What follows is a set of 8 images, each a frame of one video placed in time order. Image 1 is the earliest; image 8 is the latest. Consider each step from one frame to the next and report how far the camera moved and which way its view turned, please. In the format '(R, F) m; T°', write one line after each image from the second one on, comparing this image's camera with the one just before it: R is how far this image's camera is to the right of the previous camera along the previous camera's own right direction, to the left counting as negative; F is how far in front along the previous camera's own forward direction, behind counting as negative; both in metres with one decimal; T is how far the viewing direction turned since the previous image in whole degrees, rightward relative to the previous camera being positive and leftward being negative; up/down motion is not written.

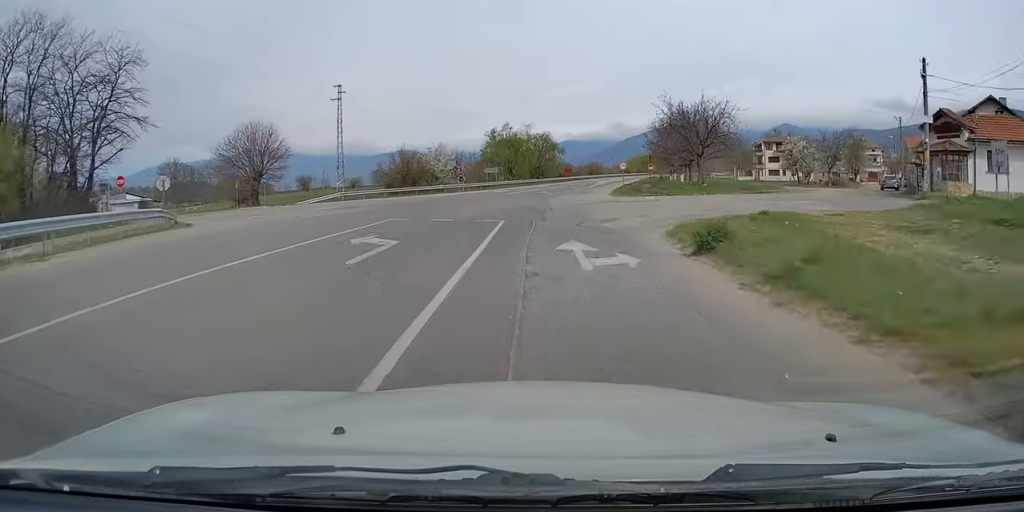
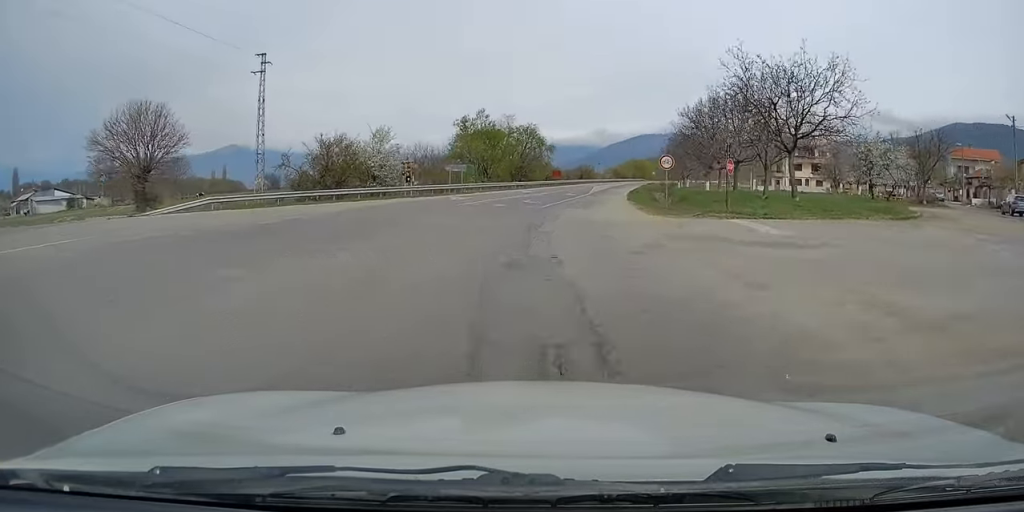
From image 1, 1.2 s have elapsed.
(+0.4, +21.8) m; +2°
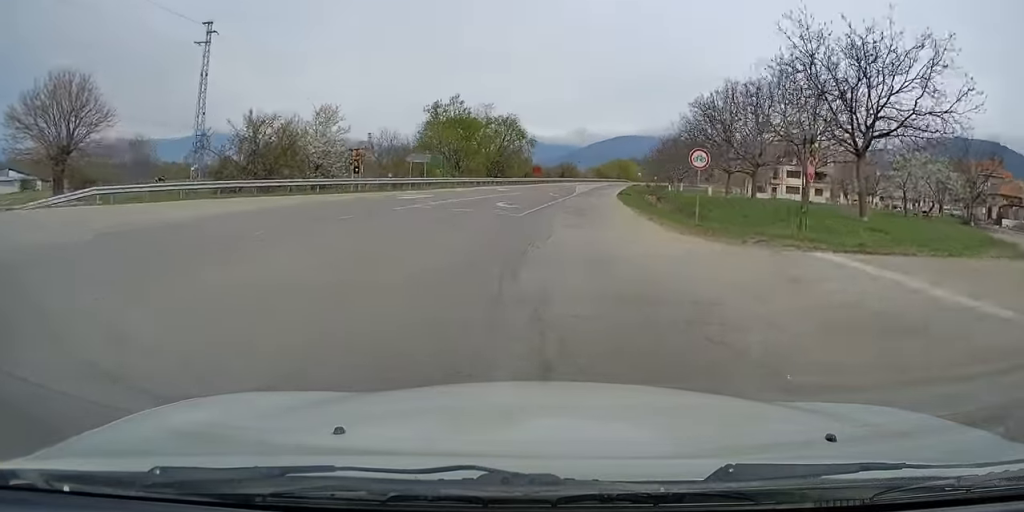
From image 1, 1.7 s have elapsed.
(0.0, +9.1) m; +1°
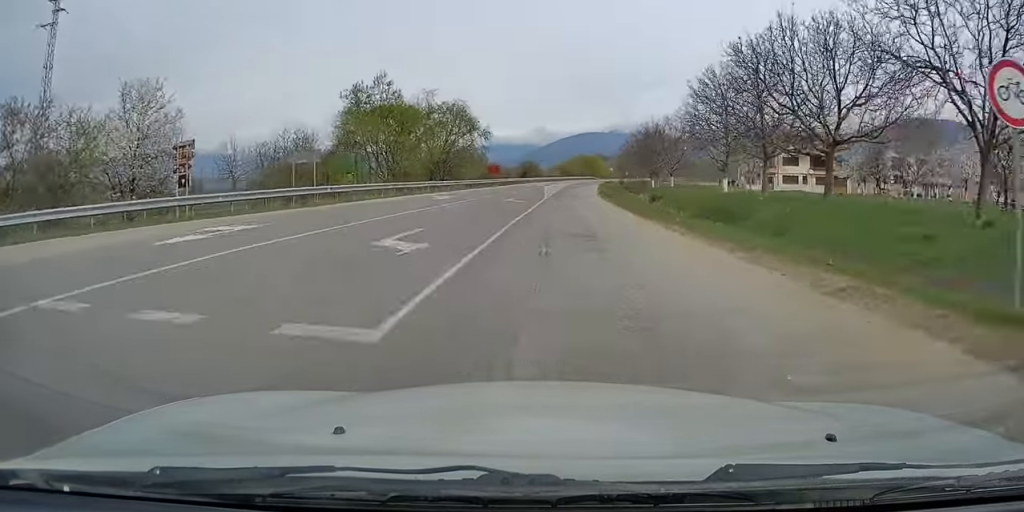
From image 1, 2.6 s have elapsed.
(+0.4, +16.4) m; +3°
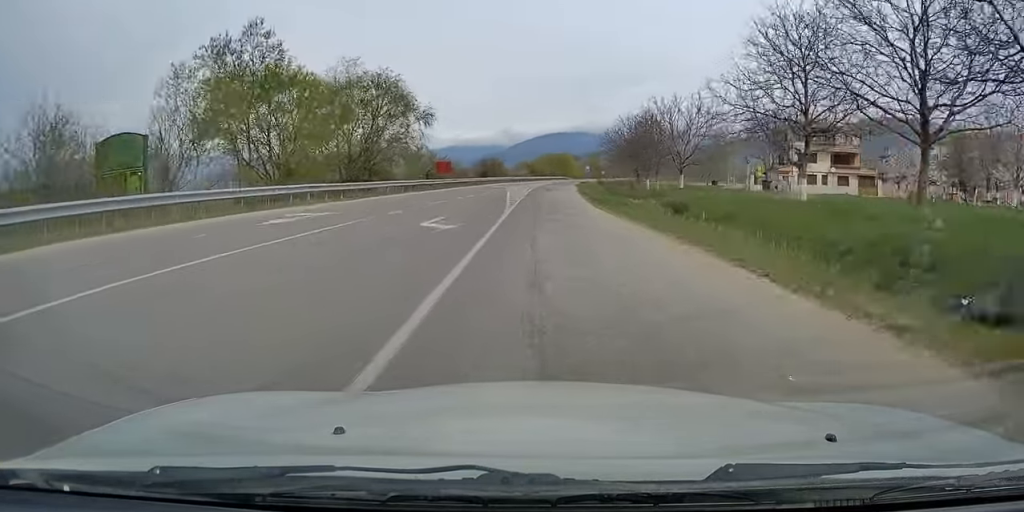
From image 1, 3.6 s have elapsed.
(+0.5, +19.0) m; +2°
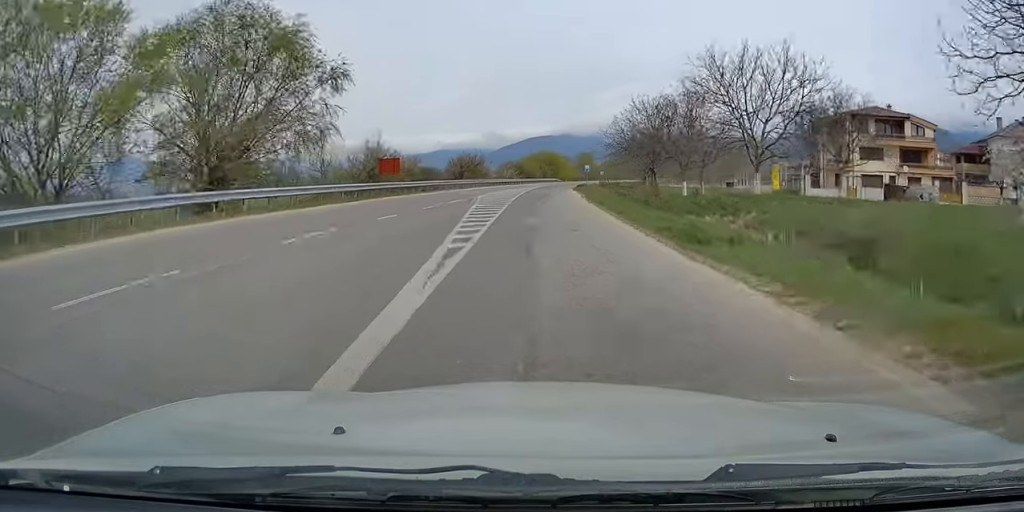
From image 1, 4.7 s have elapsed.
(+0.2, +20.4) m; +2°
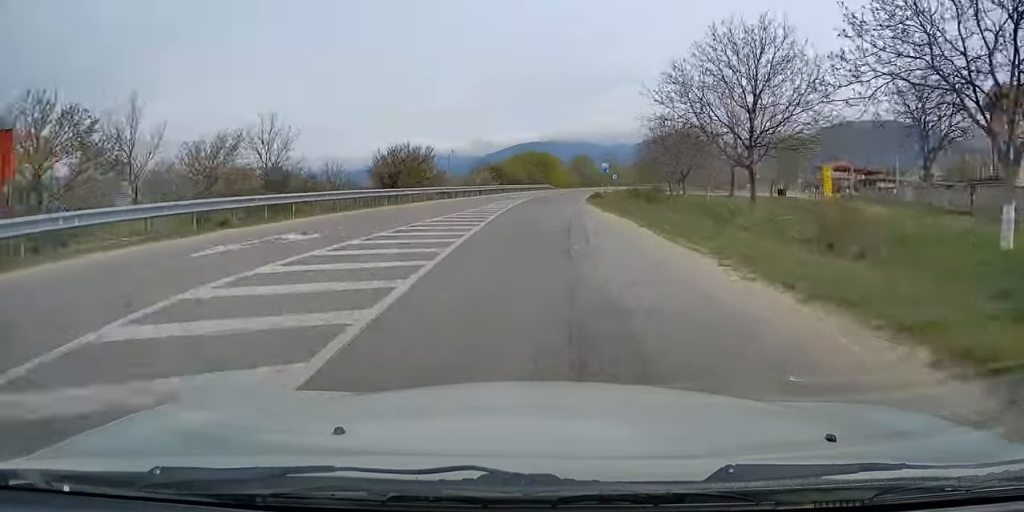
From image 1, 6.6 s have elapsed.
(+0.6, +34.6) m; +1°
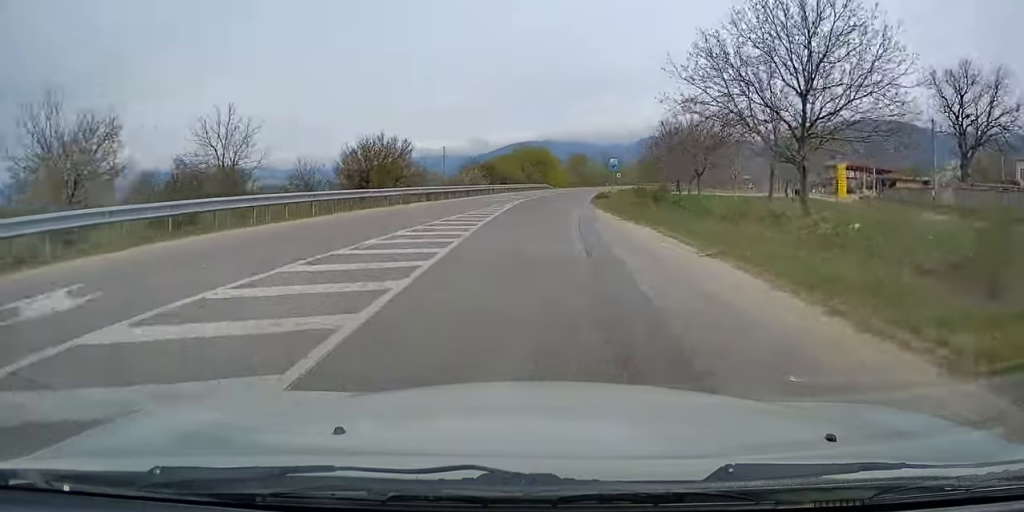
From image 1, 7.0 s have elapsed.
(0.0, +7.6) m; +1°
